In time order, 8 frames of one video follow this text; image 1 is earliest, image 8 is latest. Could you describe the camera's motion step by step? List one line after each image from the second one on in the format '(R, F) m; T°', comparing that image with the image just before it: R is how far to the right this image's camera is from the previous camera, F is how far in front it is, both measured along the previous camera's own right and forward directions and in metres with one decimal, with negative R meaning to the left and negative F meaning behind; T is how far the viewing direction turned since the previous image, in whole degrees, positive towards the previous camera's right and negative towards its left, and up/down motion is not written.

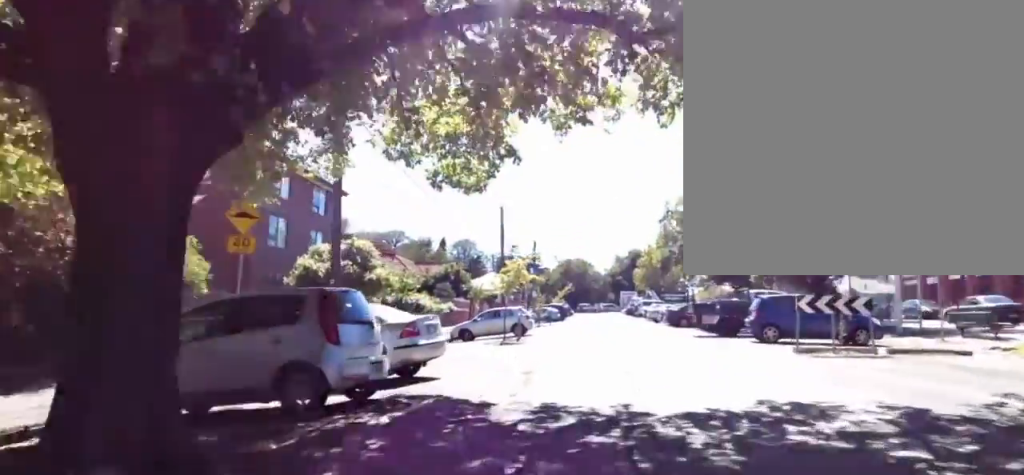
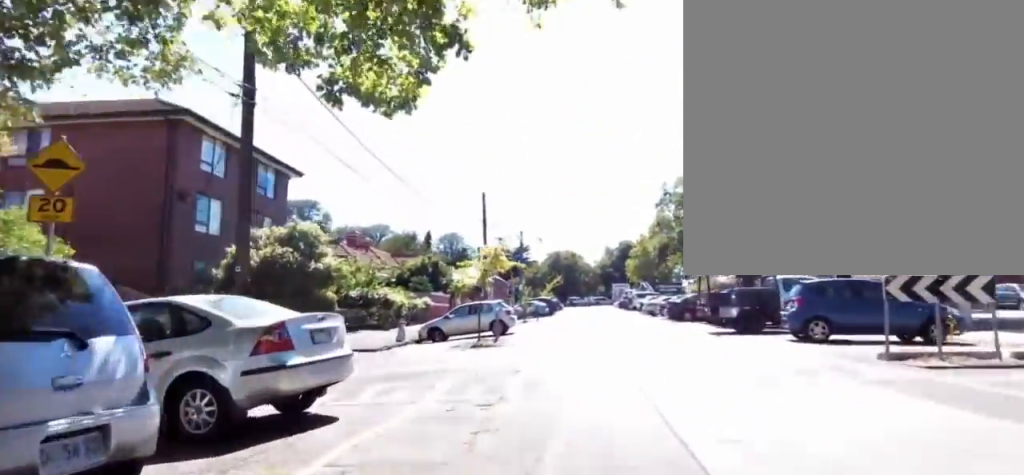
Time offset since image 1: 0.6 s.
(+0.7, +4.4) m; -1°
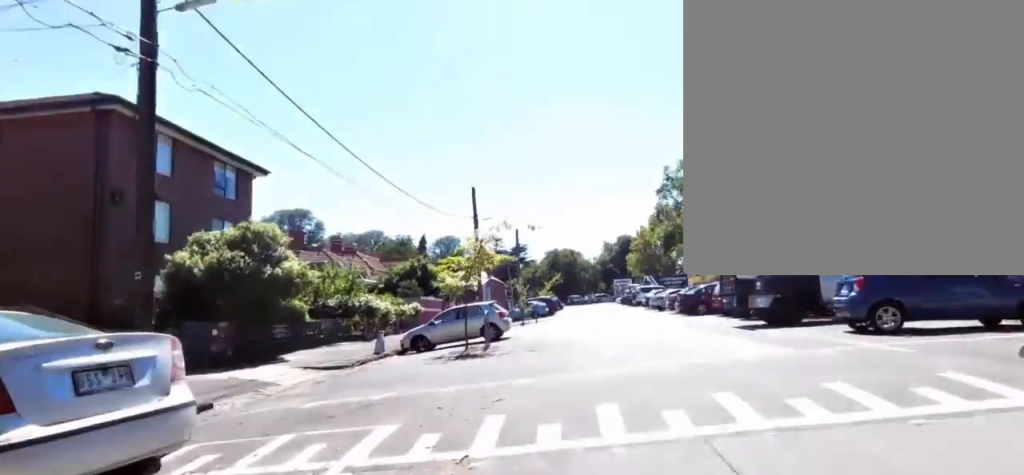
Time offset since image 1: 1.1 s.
(-0.5, +3.2) m; -4°
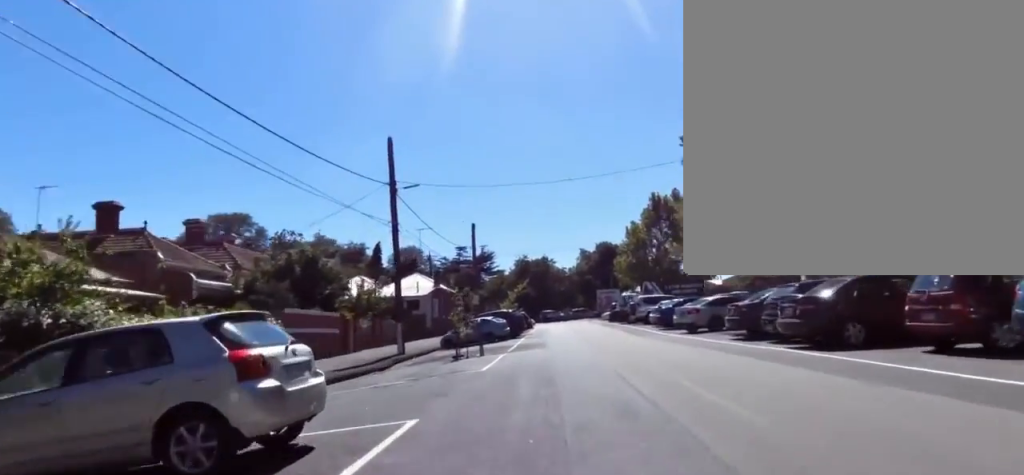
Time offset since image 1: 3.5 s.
(+2.5, +16.6) m; +15°
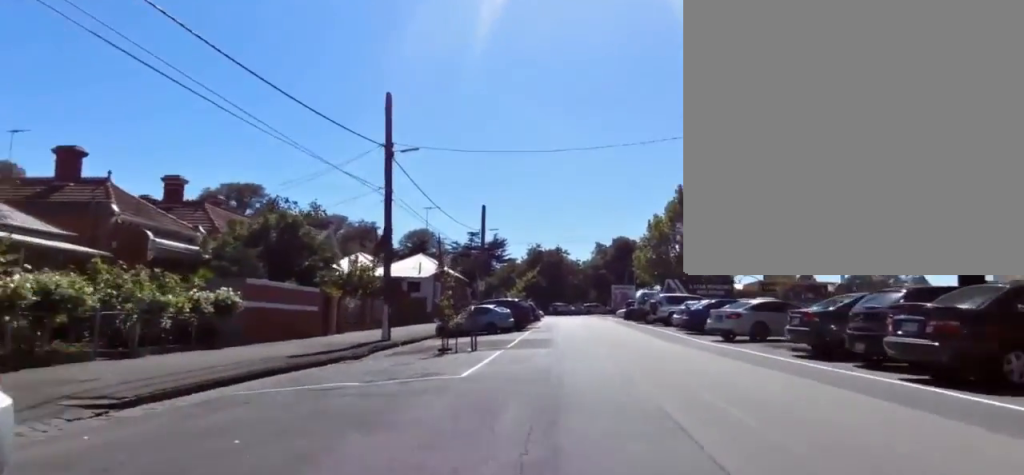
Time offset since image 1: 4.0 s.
(-0.7, +3.9) m; -8°
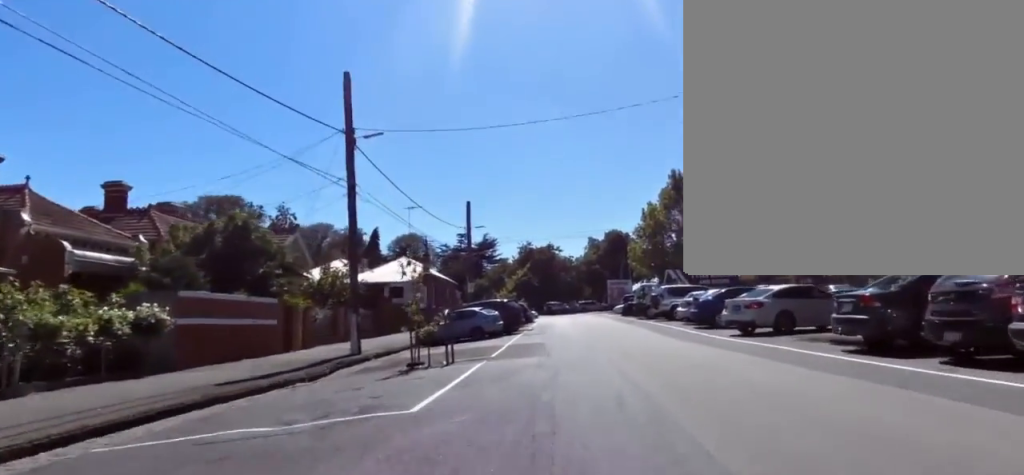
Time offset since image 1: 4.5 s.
(-0.6, +3.1) m; -8°
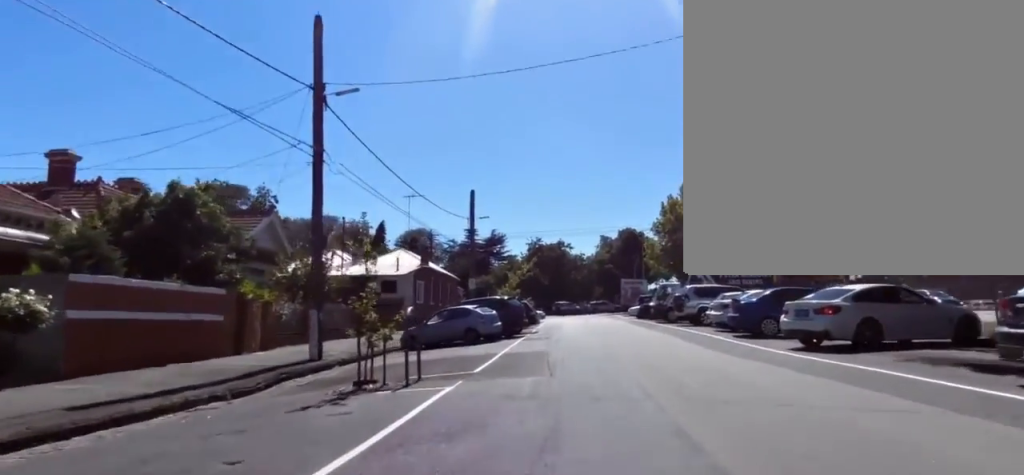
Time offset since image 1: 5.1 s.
(-0.2, +4.4) m; -2°
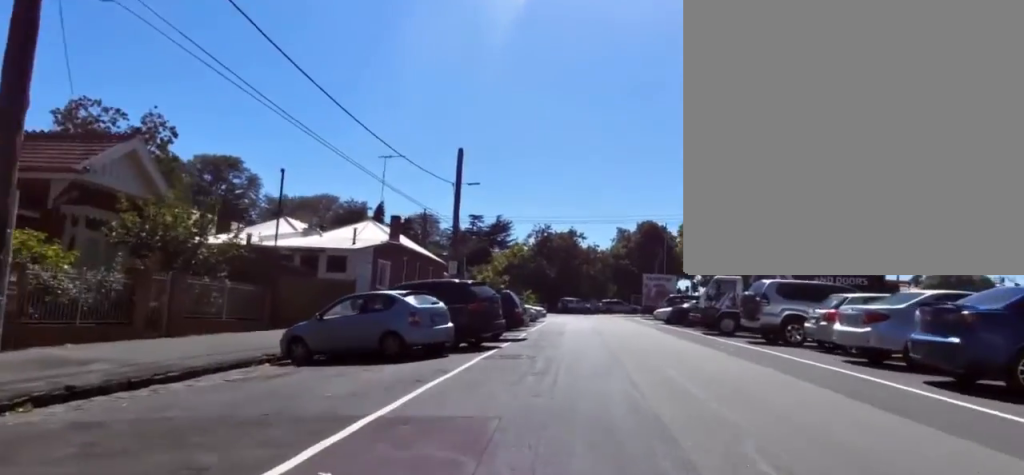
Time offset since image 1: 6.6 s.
(+0.4, +10.7) m; +5°
